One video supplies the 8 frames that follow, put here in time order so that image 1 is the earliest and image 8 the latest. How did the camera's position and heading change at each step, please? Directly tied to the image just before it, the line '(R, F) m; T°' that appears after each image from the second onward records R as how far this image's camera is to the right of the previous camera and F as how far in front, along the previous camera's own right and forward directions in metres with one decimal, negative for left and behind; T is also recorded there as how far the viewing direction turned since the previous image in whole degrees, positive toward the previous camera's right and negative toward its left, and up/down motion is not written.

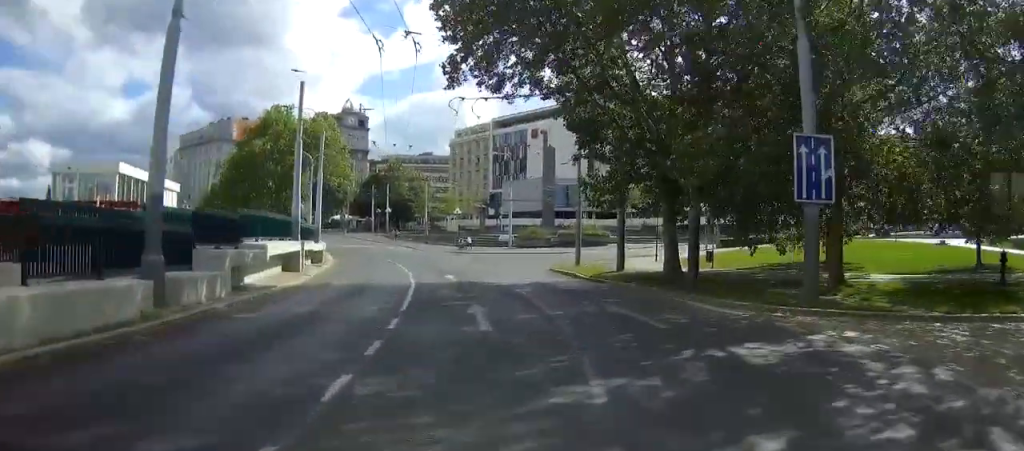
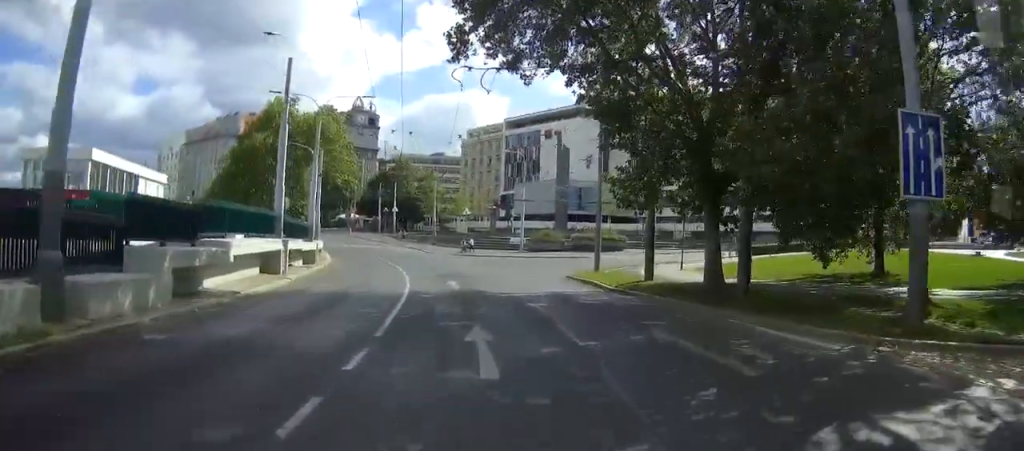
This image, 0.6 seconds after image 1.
(-0.3, +4.3) m; -3°
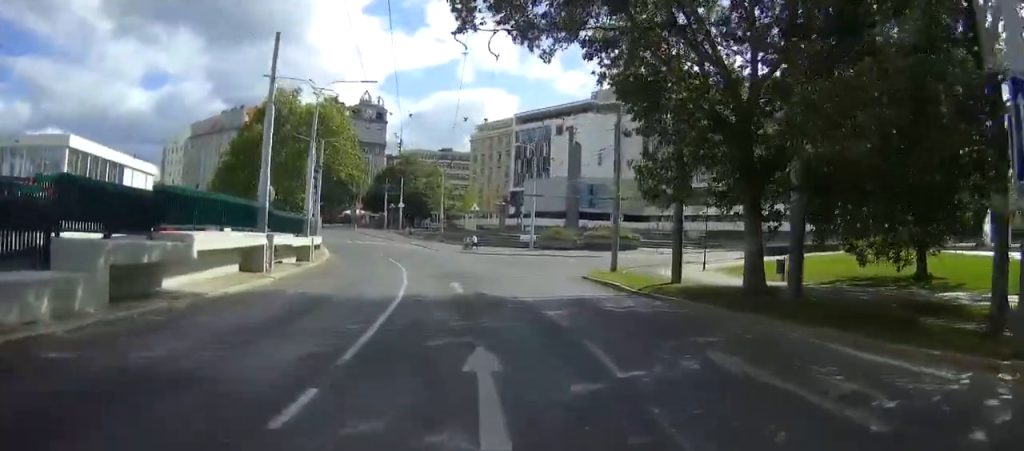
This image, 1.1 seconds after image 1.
(0.0, +3.2) m; +1°
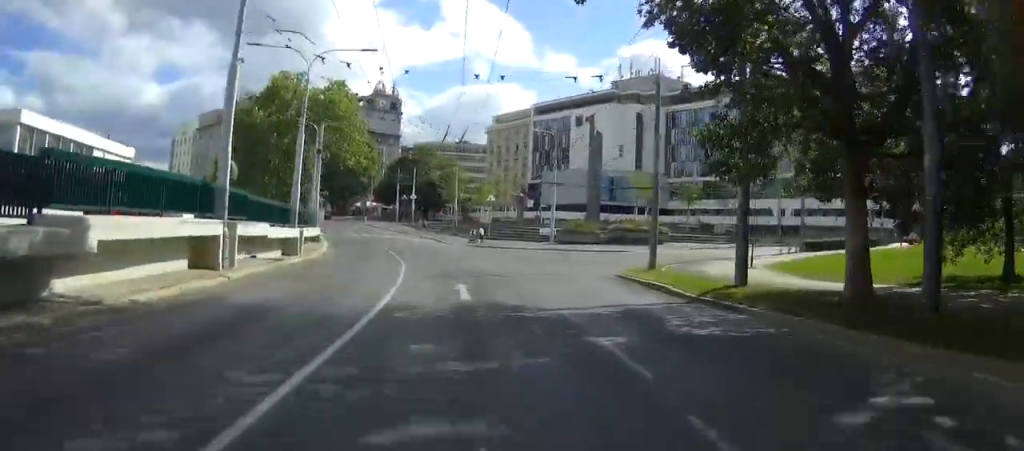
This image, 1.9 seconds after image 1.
(+0.1, +5.5) m; +4°
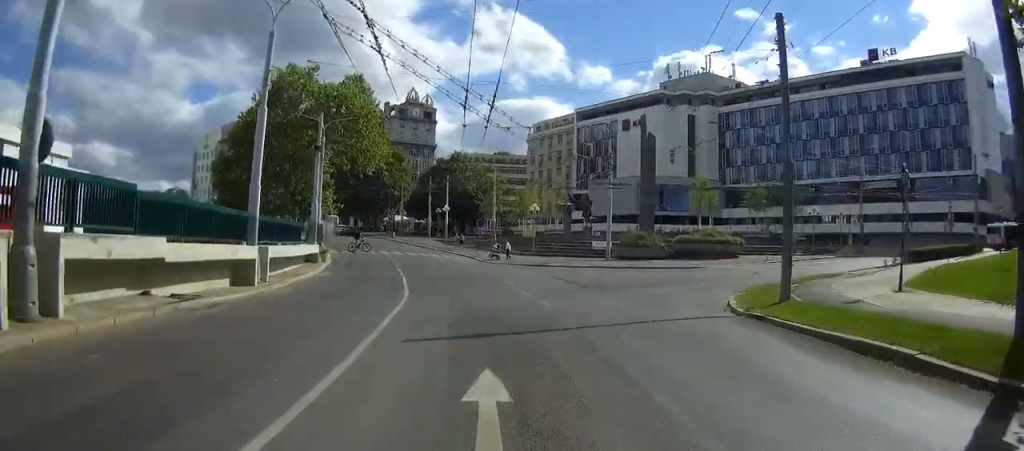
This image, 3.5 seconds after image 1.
(+0.9, +10.8) m; +4°
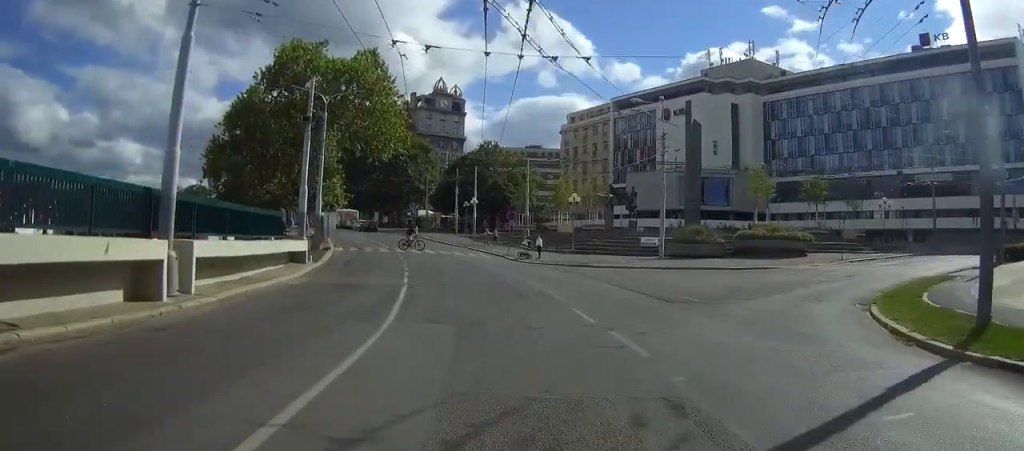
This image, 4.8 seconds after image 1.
(-0.6, +8.2) m; -5°
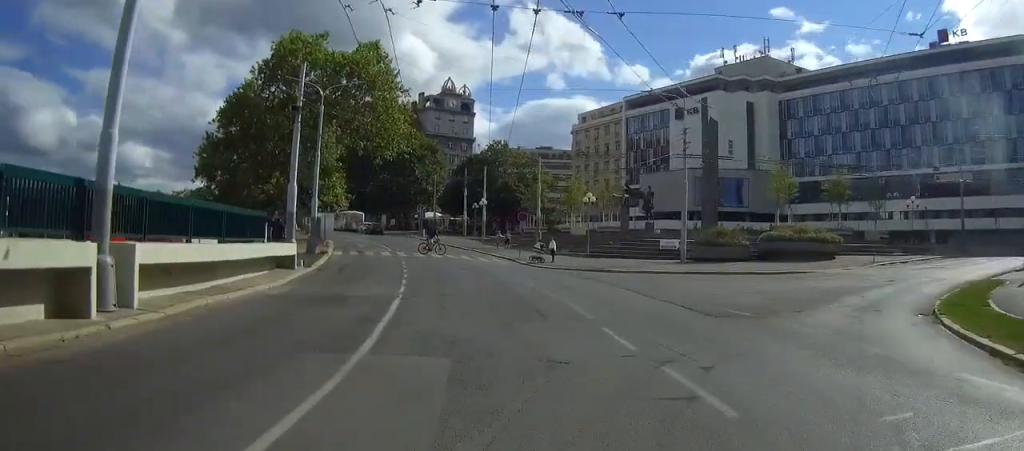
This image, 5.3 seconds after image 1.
(-0.1, +3.2) m; 0°
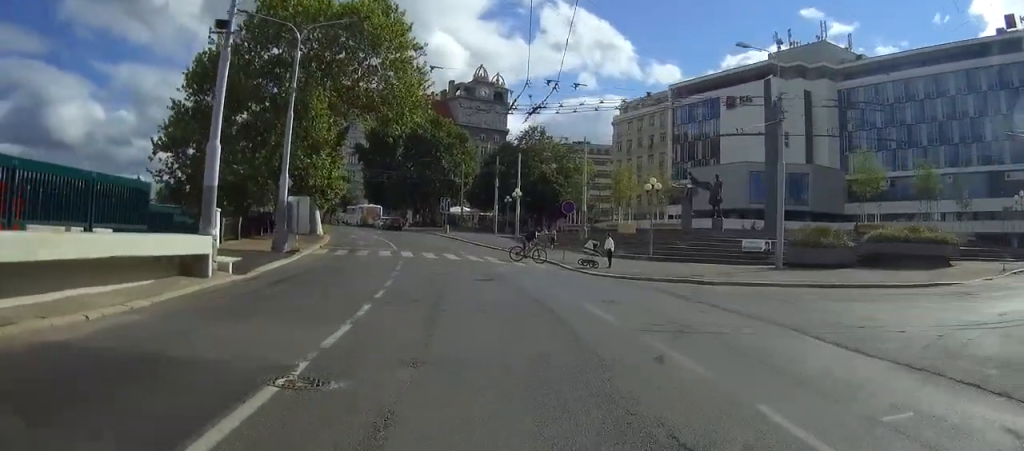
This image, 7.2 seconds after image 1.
(-0.2, +11.3) m; -5°
